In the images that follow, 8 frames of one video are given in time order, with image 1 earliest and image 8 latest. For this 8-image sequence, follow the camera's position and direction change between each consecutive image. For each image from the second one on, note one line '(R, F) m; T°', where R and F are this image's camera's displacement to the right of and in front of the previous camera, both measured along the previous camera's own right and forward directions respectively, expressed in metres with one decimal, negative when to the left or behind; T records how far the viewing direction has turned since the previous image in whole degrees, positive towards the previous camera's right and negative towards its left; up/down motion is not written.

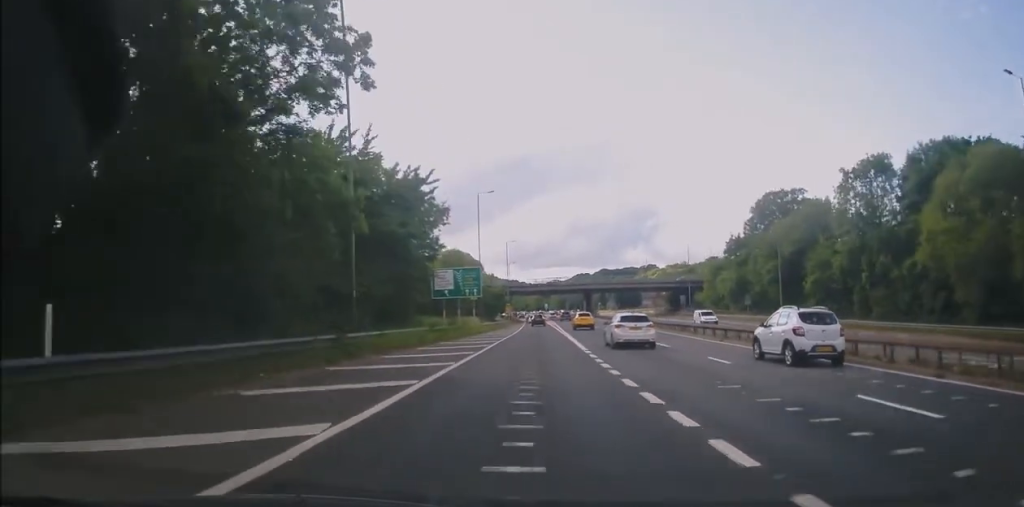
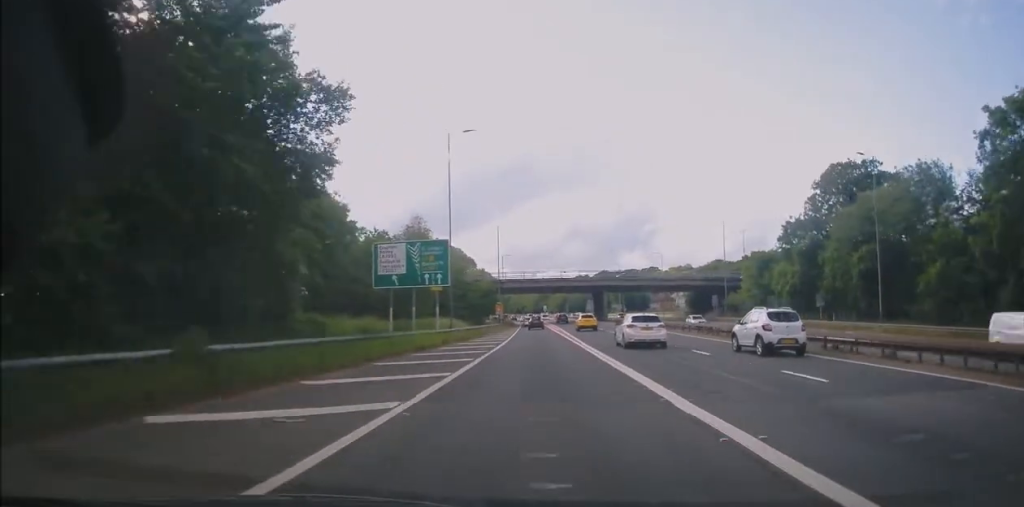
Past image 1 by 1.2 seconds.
(-0.2, +23.7) m; 0°
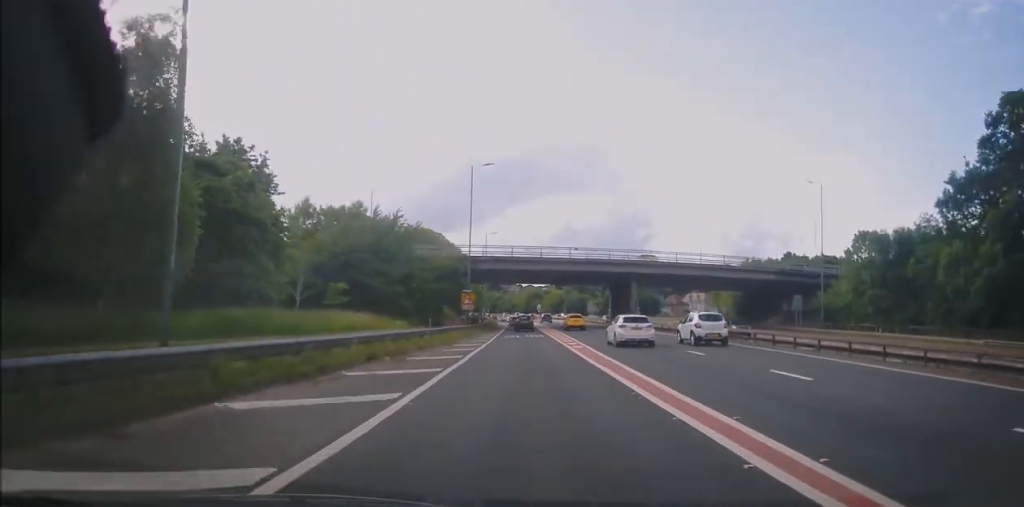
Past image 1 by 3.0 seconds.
(0.0, +34.5) m; +1°
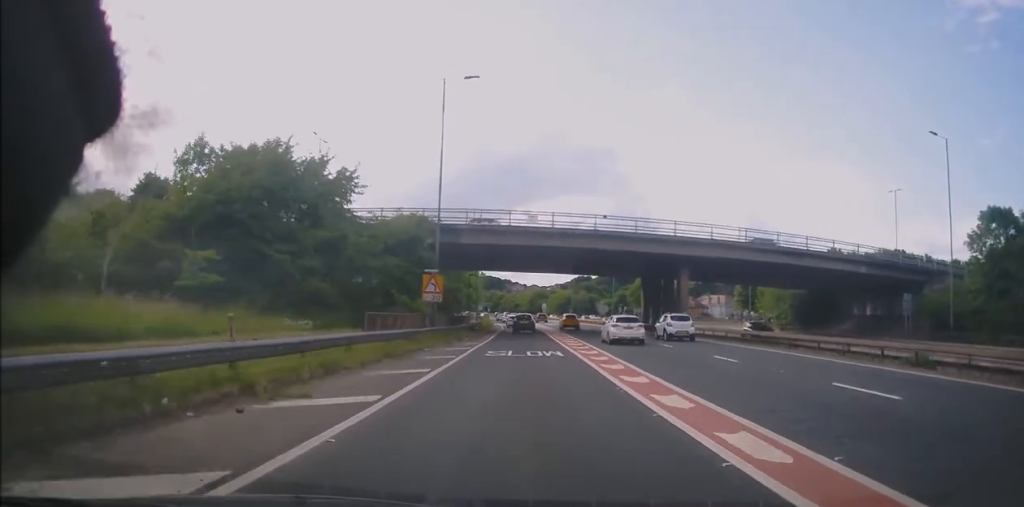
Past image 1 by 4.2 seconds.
(+0.5, +20.8) m; +1°
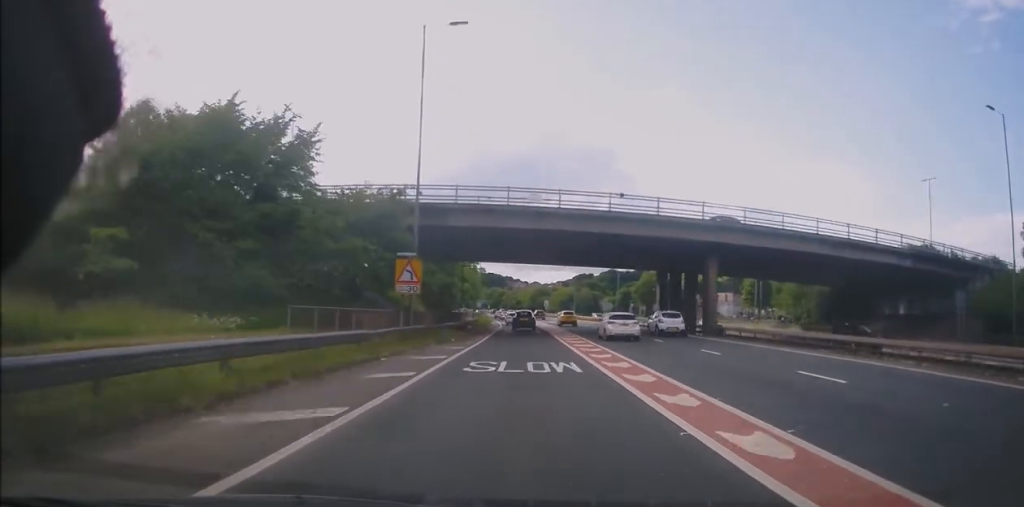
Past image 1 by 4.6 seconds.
(0.0, +6.9) m; 0°
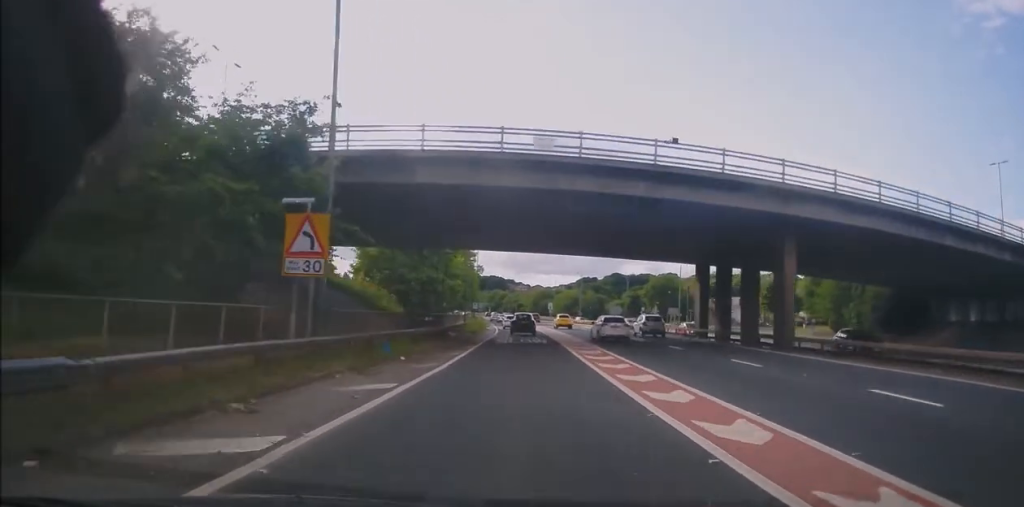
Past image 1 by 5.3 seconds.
(-0.5, +12.3) m; -2°
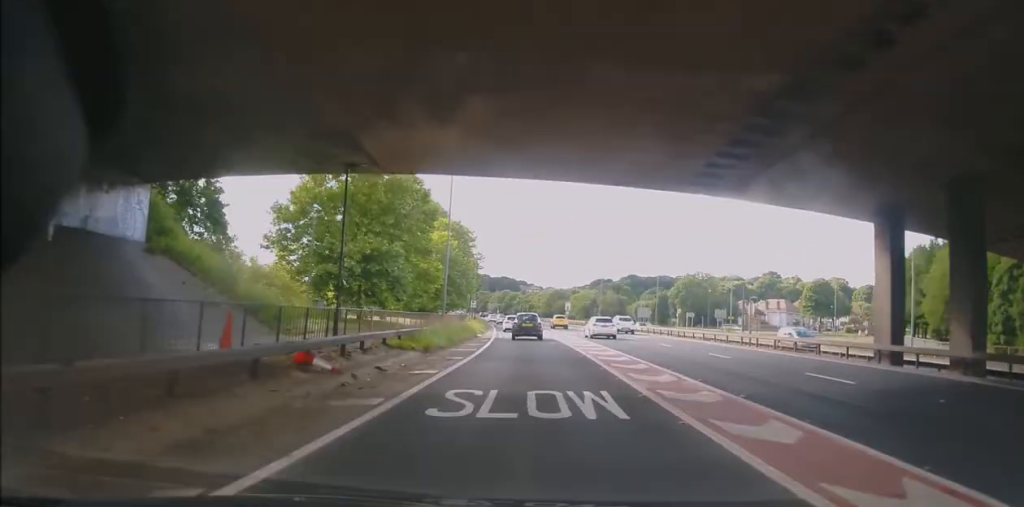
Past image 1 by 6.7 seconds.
(+0.5, +22.8) m; +2°
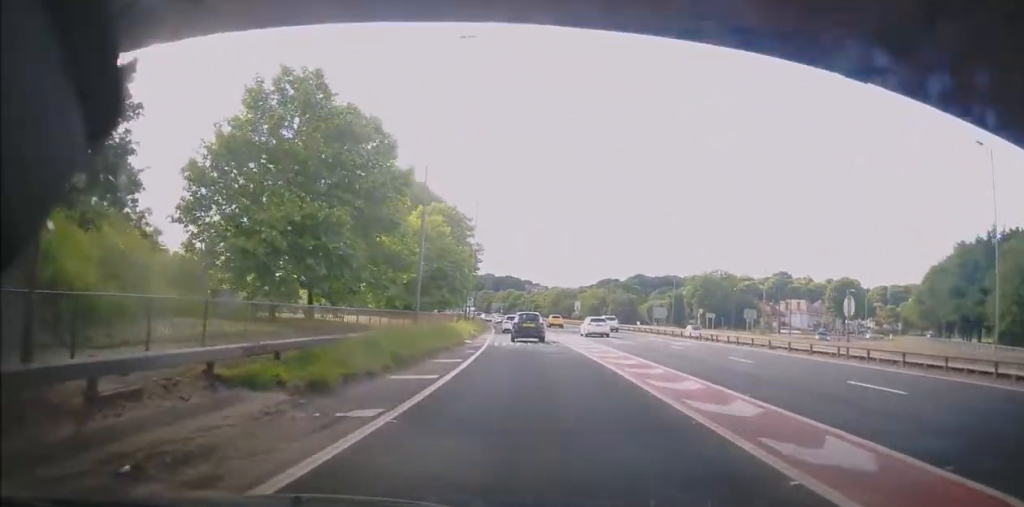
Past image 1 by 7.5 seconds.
(+0.3, +11.0) m; -1°
